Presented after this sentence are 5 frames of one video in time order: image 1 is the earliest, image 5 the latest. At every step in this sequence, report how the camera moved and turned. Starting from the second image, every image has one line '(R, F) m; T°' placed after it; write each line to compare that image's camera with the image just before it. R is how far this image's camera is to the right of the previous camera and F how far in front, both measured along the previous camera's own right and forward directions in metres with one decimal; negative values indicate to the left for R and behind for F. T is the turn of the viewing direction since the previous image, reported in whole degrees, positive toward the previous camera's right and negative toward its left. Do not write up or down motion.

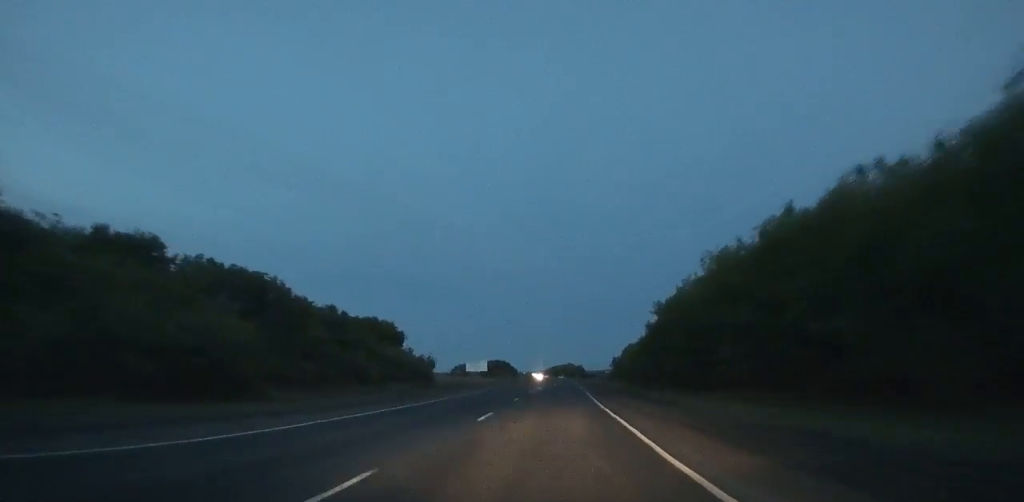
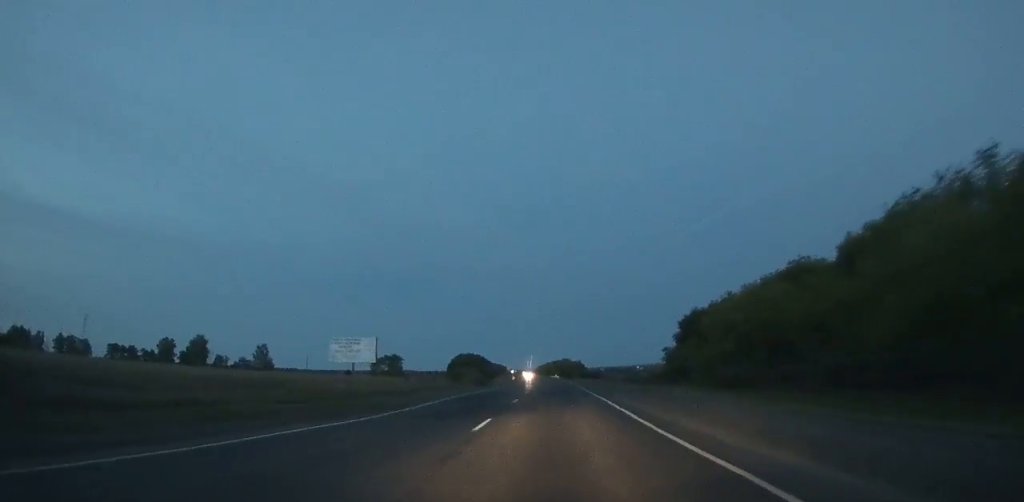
(+0.1, +97.3) m; 0°
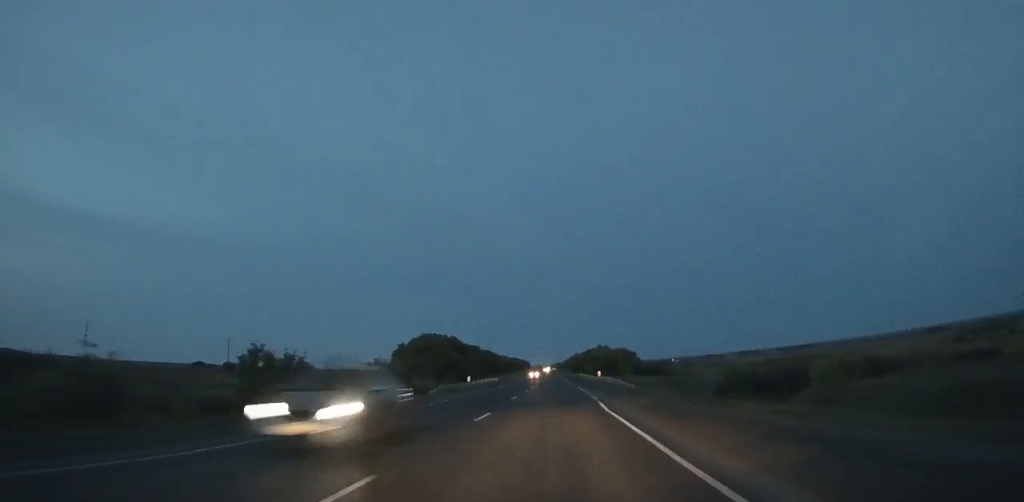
(-1.3, +127.4) m; -2°
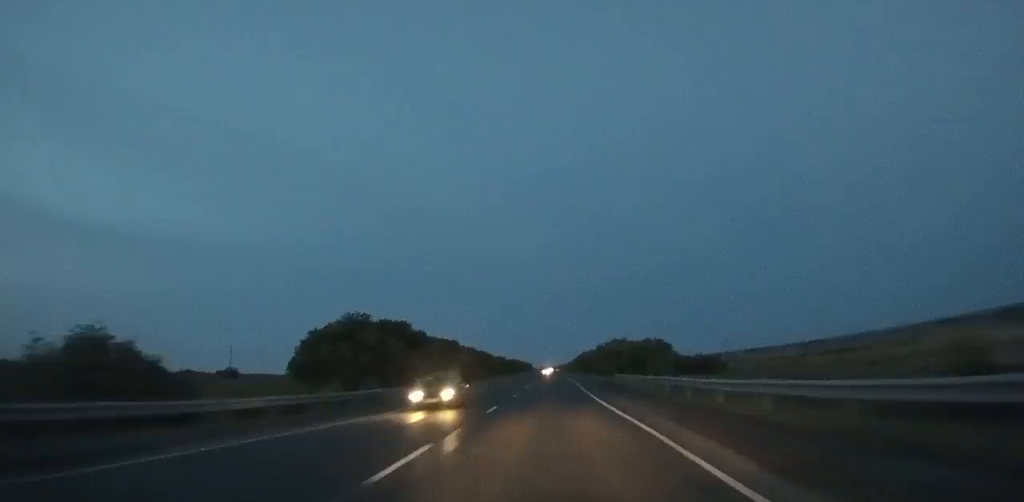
(-0.9, +58.5) m; -1°
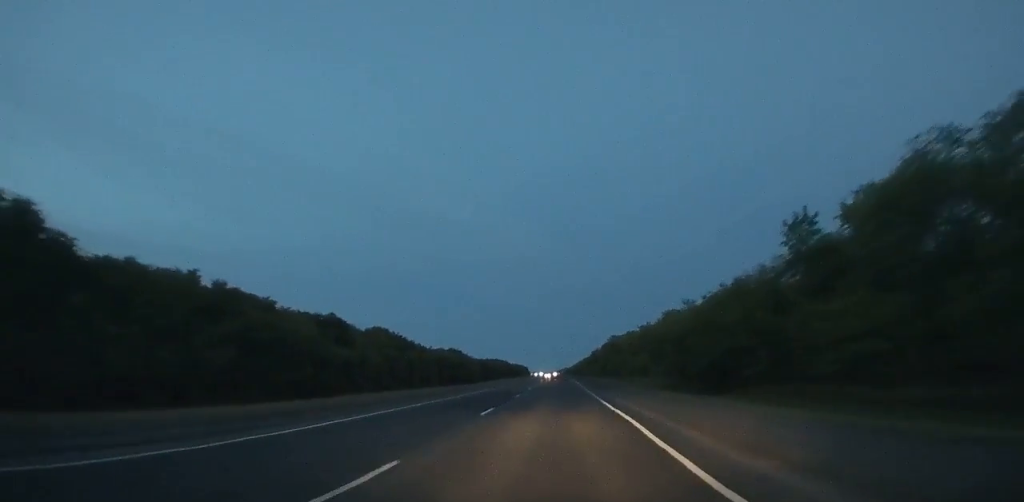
(-0.6, +176.7) m; 0°
